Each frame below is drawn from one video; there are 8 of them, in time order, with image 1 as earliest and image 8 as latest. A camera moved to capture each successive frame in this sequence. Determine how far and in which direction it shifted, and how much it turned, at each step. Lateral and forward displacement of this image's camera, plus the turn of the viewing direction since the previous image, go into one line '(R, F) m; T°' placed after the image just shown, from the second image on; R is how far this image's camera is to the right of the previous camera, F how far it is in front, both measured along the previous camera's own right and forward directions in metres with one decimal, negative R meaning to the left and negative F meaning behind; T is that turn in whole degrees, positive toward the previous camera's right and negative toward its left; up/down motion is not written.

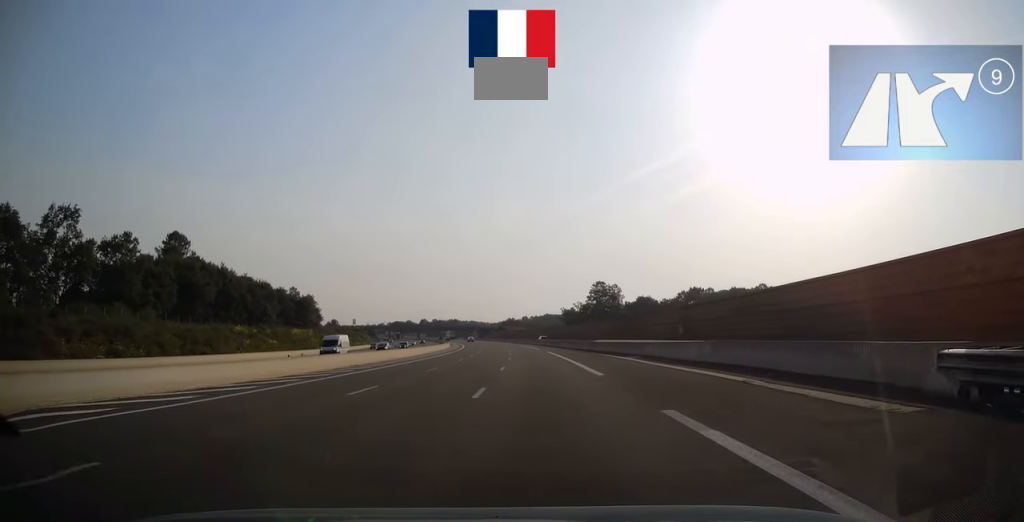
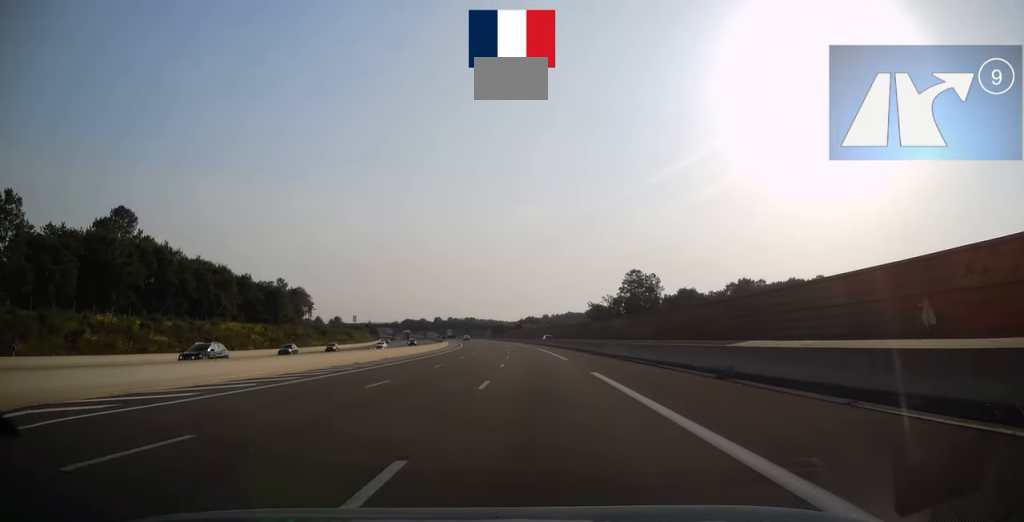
(-0.5, +37.4) m; -2°
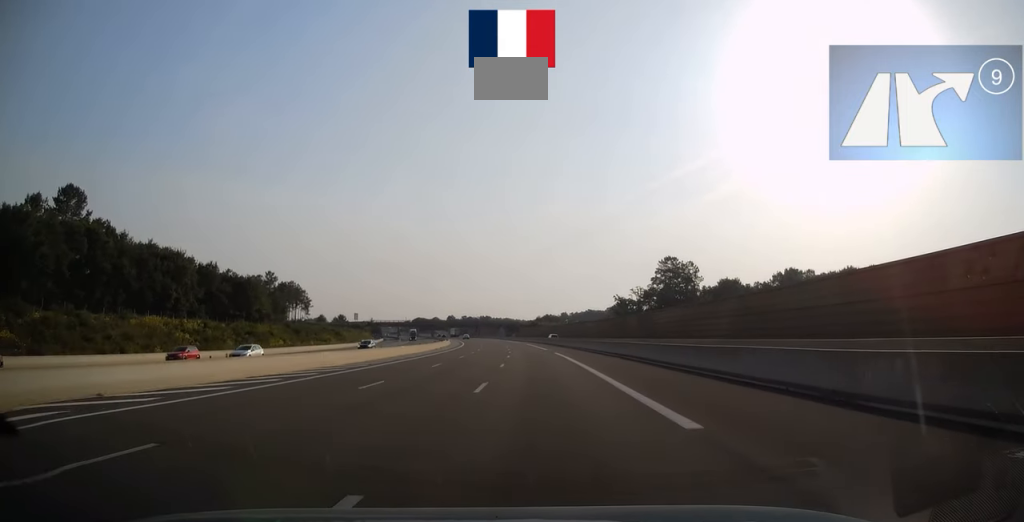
(-0.5, +27.1) m; -2°
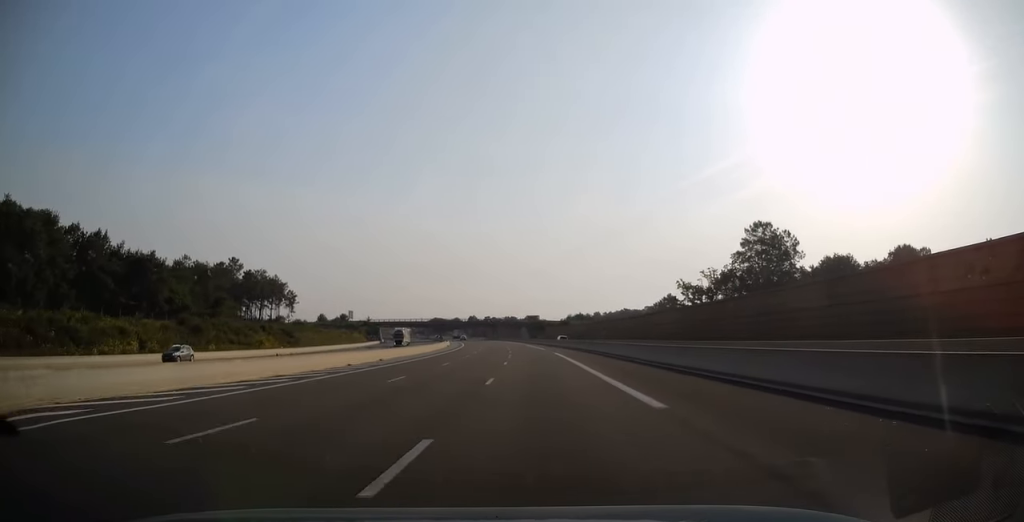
(-1.5, +49.3) m; -3°
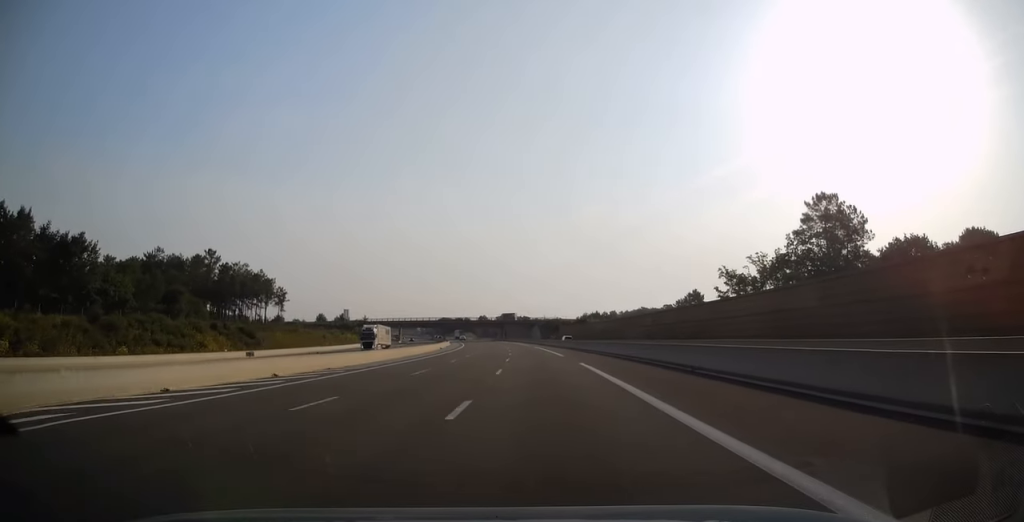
(-0.2, +21.6) m; -1°
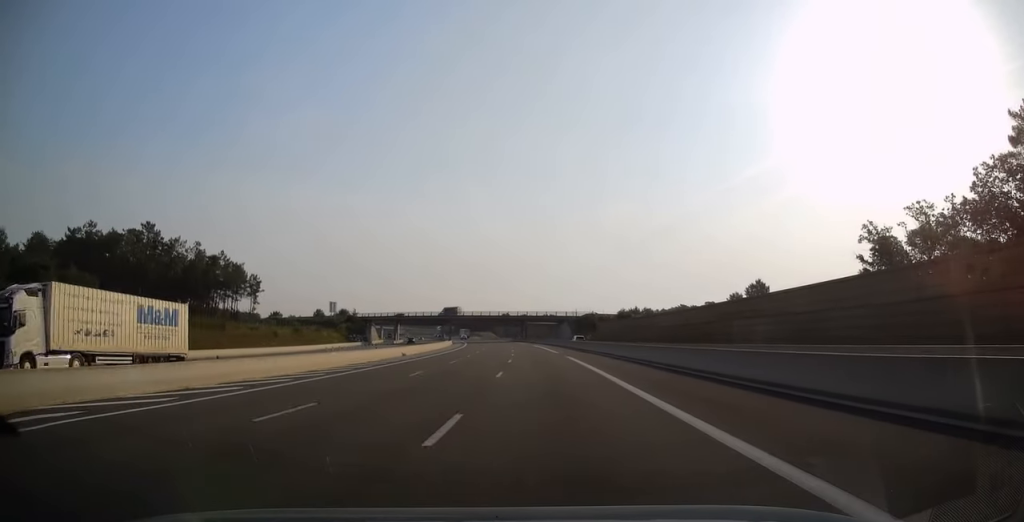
(-0.8, +41.2) m; -2°
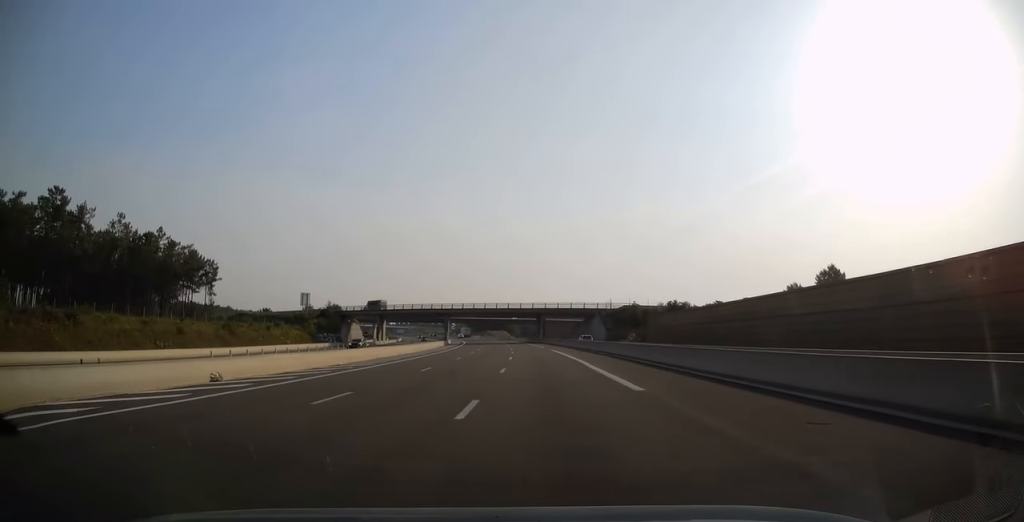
(-0.4, +36.8) m; -2°
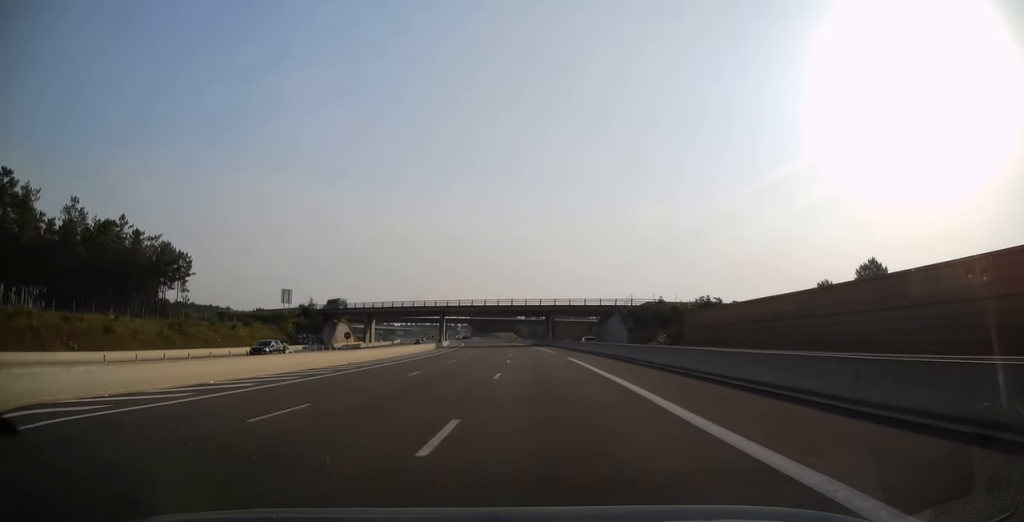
(-0.4, +16.2) m; -1°
